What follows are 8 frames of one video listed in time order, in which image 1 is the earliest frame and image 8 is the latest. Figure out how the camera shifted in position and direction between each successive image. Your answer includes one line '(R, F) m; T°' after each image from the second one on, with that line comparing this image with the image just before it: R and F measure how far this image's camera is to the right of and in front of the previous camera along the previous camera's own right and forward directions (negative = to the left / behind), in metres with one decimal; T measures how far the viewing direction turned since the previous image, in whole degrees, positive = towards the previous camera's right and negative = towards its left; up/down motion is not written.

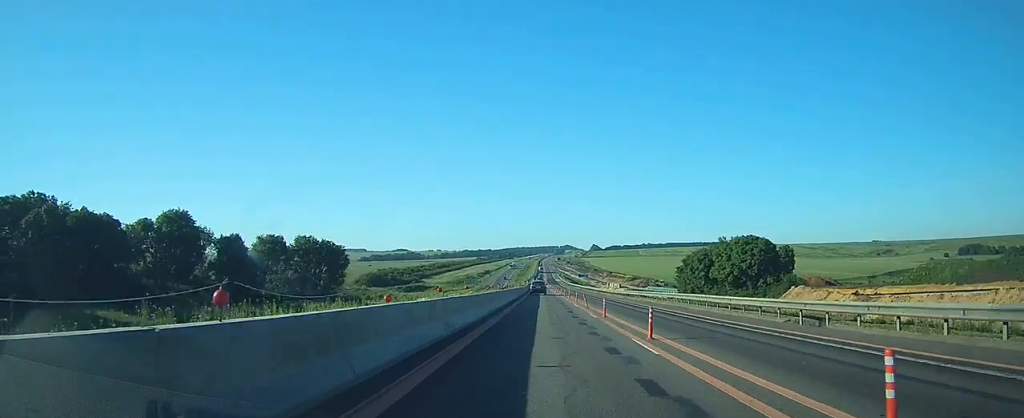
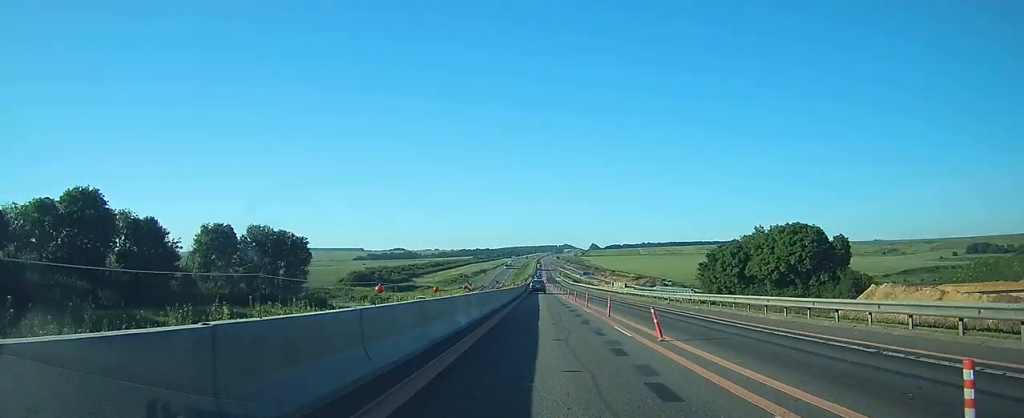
(+0.1, +20.4) m; 0°
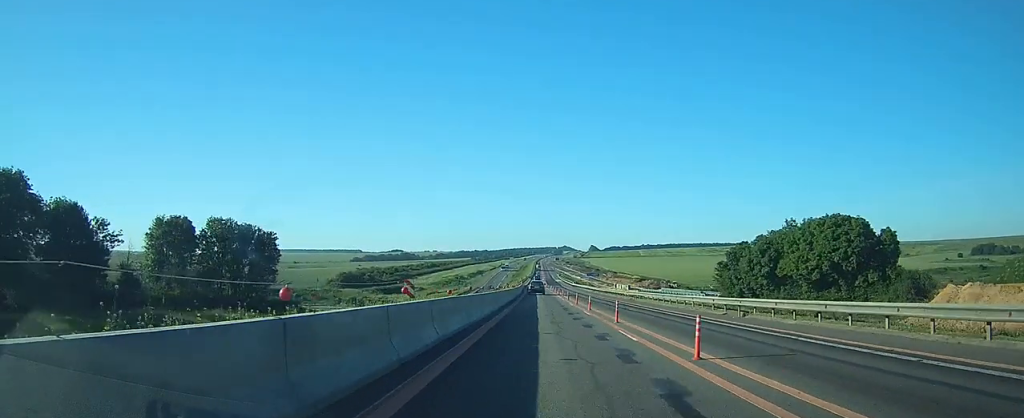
(+0.1, +12.8) m; 0°
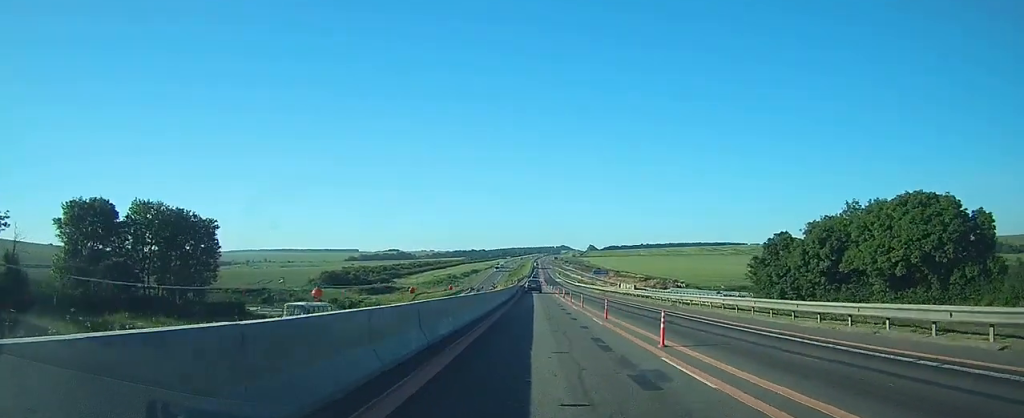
(0.0, +18.1) m; 0°
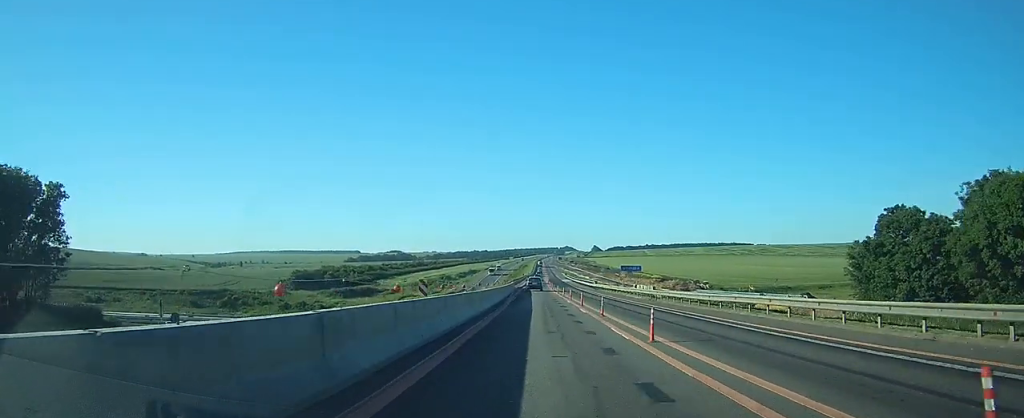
(0.0, +29.4) m; 0°
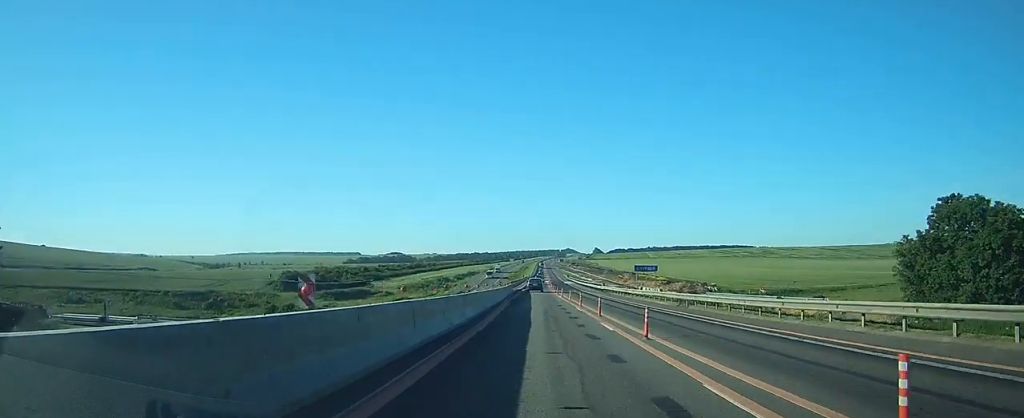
(0.0, +9.0) m; 0°
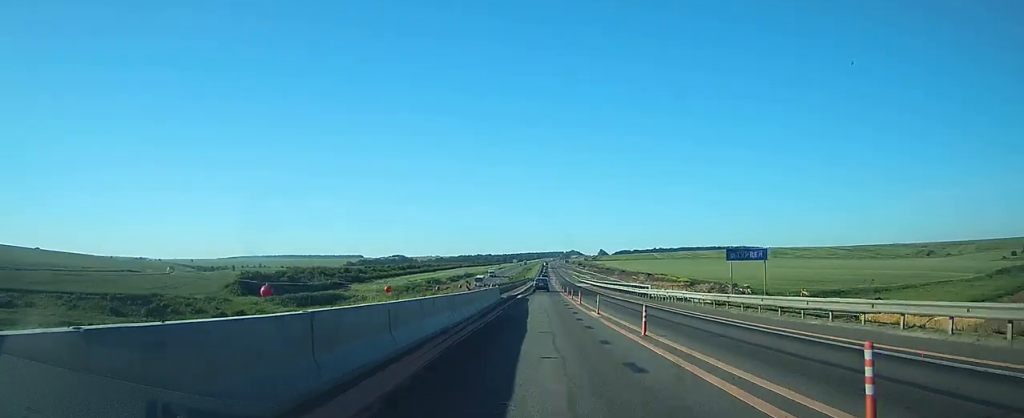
(-0.1, +29.5) m; 0°
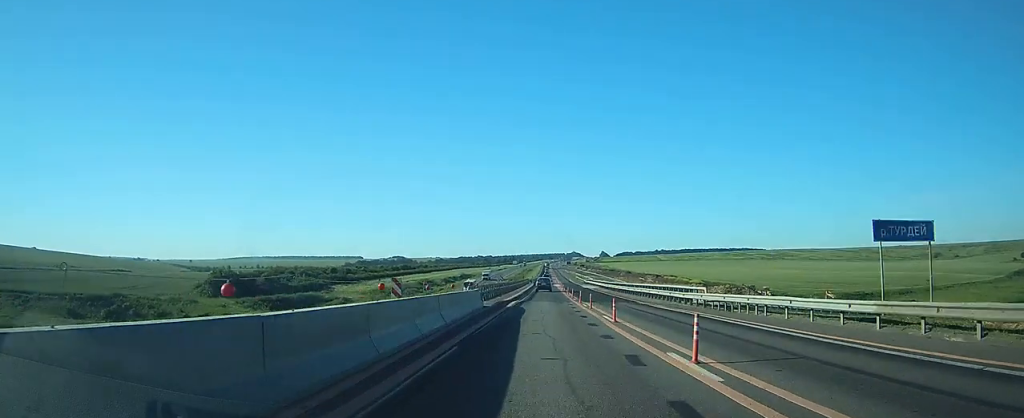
(0.0, +15.1) m; 0°
